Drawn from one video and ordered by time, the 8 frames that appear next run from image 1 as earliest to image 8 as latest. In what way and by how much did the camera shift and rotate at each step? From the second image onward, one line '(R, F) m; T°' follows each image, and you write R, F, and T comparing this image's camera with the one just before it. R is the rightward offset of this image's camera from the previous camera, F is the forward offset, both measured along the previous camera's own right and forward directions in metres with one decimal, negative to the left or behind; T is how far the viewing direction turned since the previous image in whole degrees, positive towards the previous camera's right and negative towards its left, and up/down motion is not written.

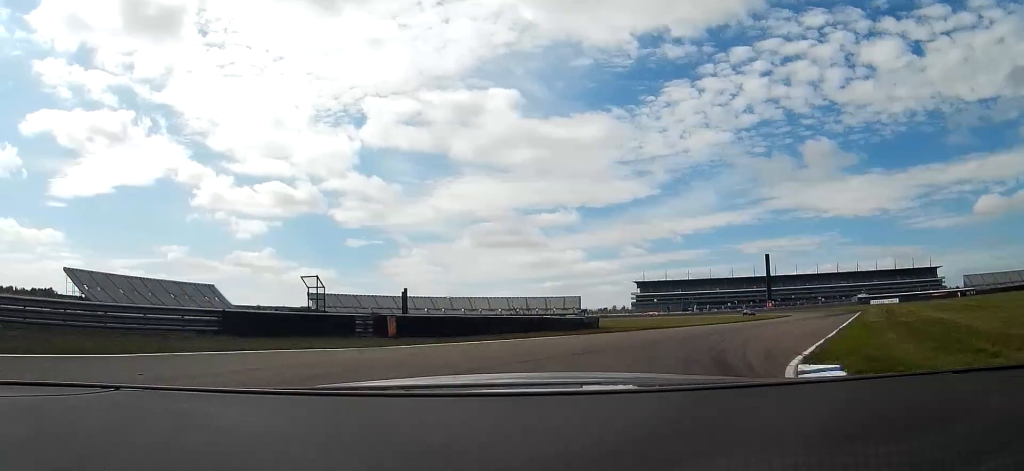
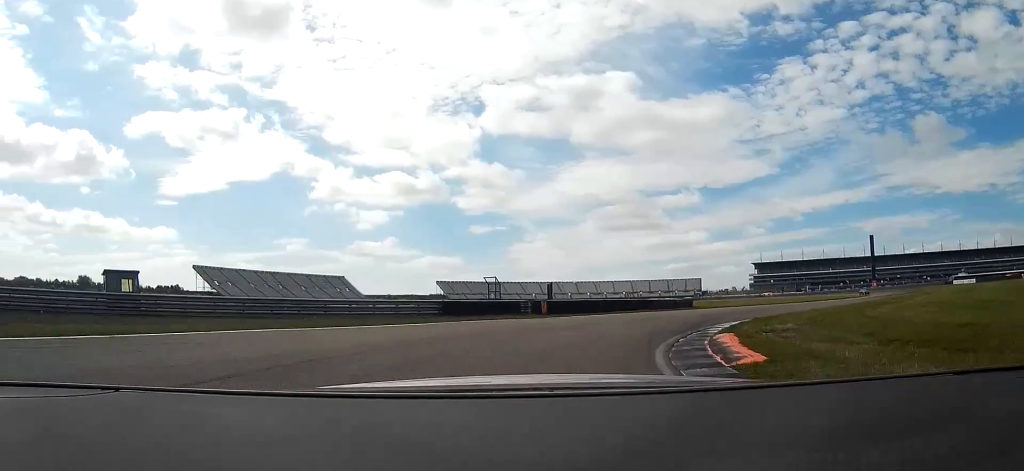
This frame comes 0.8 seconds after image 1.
(-1.9, +16.1) m; -13°
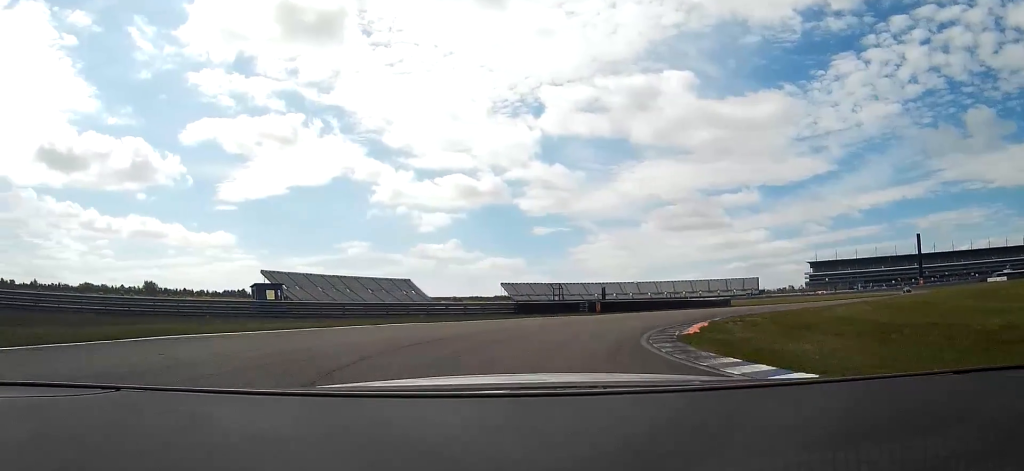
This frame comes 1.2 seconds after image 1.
(-0.1, +10.1) m; -7°
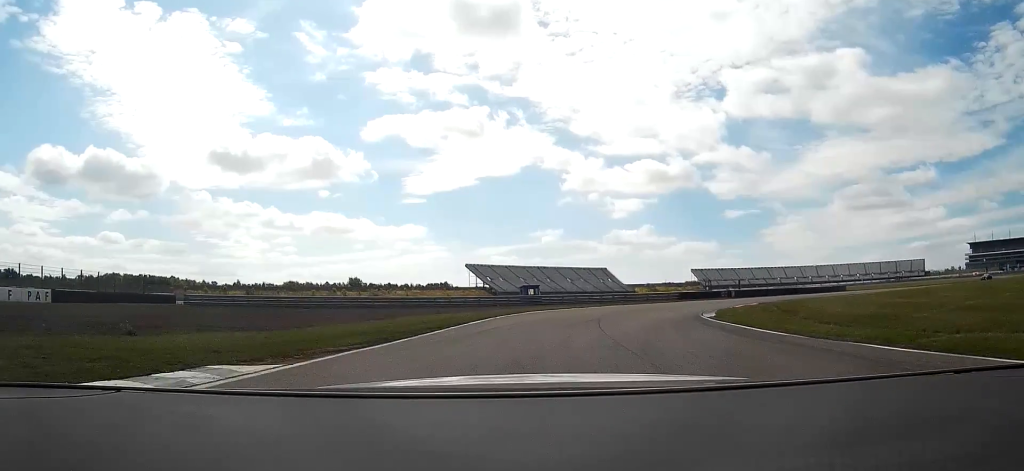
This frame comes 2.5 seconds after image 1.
(-4.9, +29.0) m; -17°
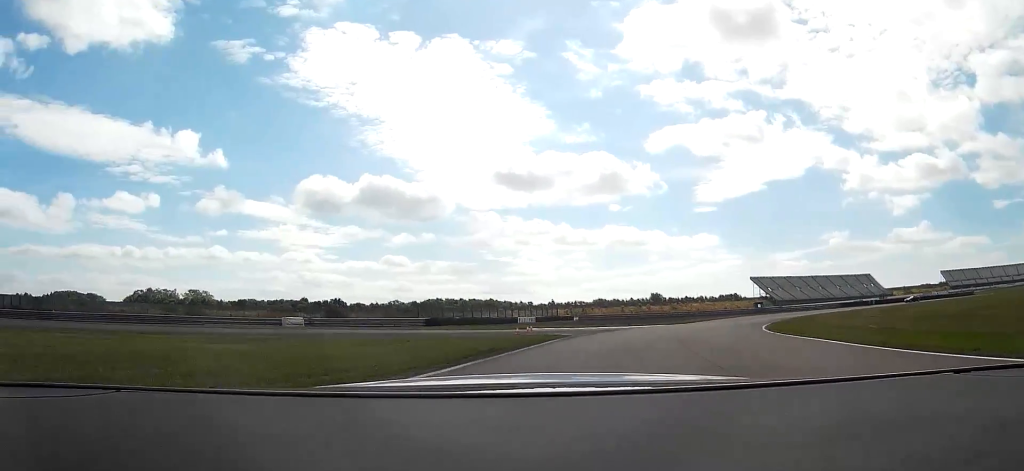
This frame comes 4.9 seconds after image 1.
(-14.1, +60.0) m; -28°
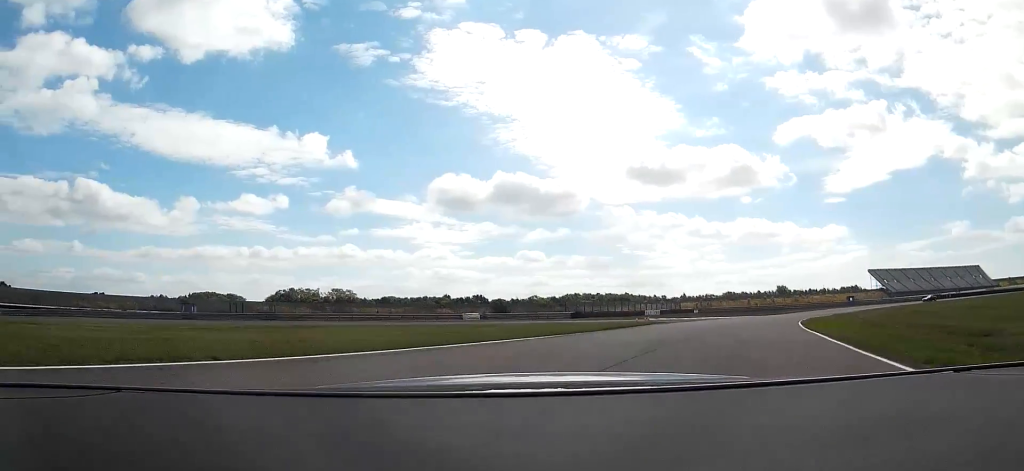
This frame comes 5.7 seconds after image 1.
(-2.1, +20.5) m; -13°
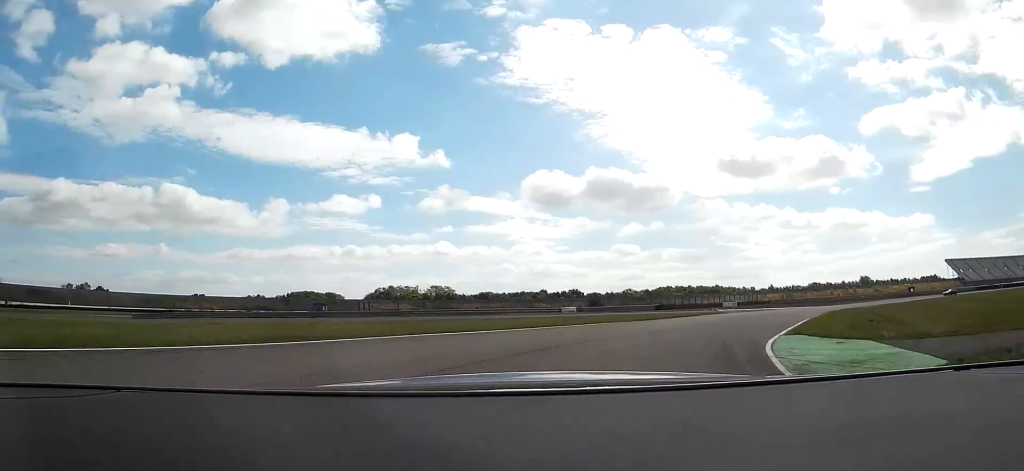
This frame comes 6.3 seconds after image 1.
(-0.4, +13.4) m; -9°
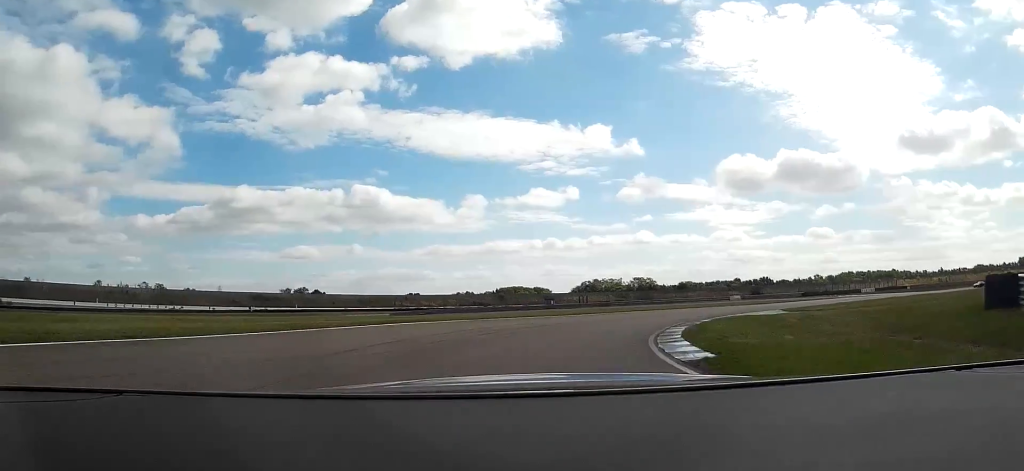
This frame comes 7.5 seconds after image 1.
(-5.8, +31.6) m; -18°
